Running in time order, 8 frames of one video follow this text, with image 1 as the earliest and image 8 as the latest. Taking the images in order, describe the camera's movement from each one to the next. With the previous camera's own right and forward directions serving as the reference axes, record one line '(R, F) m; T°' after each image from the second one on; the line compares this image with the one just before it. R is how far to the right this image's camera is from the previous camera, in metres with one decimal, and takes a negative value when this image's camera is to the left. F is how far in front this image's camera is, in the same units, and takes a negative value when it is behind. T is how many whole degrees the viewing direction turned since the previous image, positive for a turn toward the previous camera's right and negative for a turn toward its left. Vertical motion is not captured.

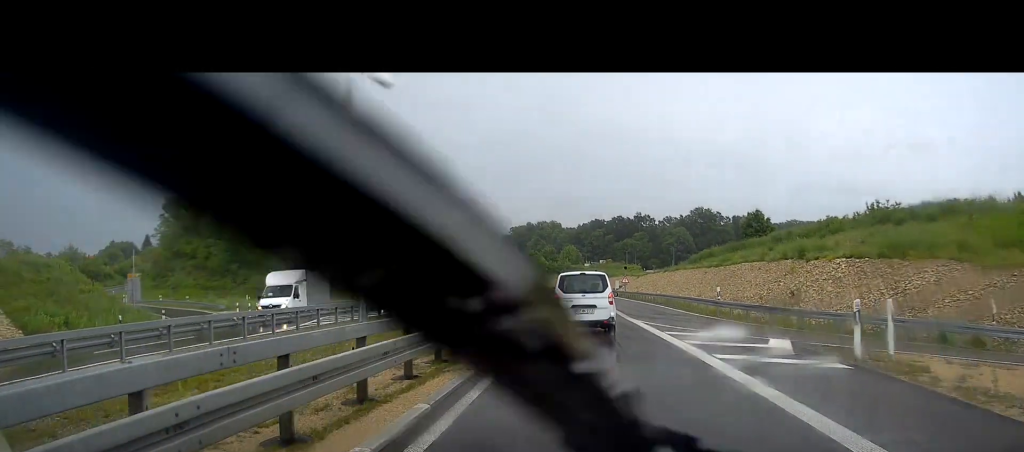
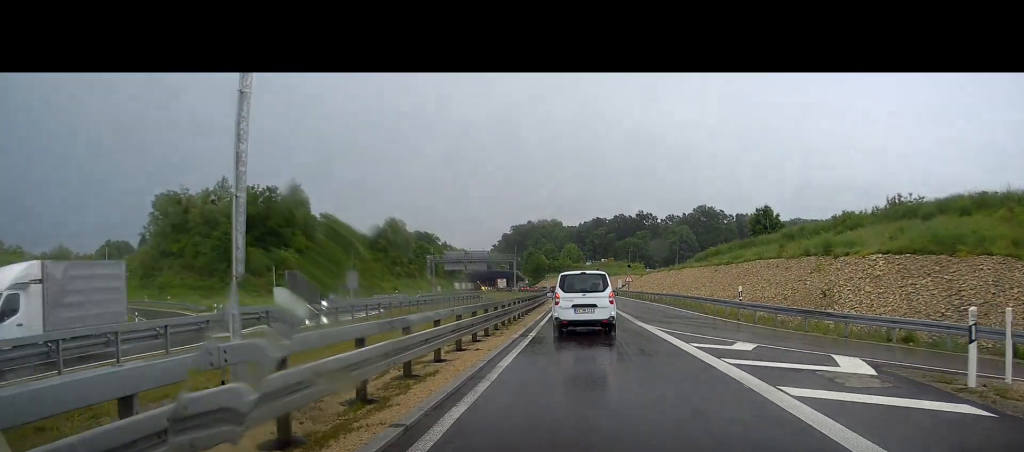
(+0.2, +4.3) m; 0°
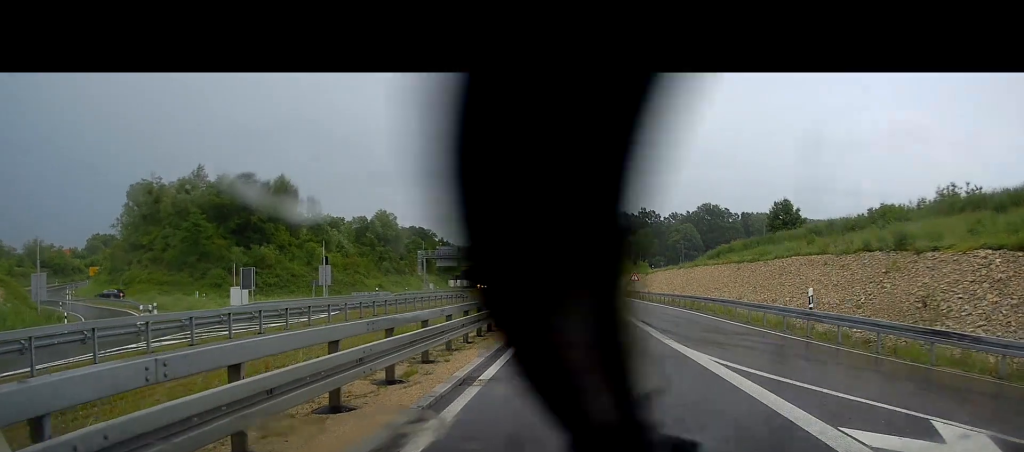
(-0.3, +8.9) m; +2°
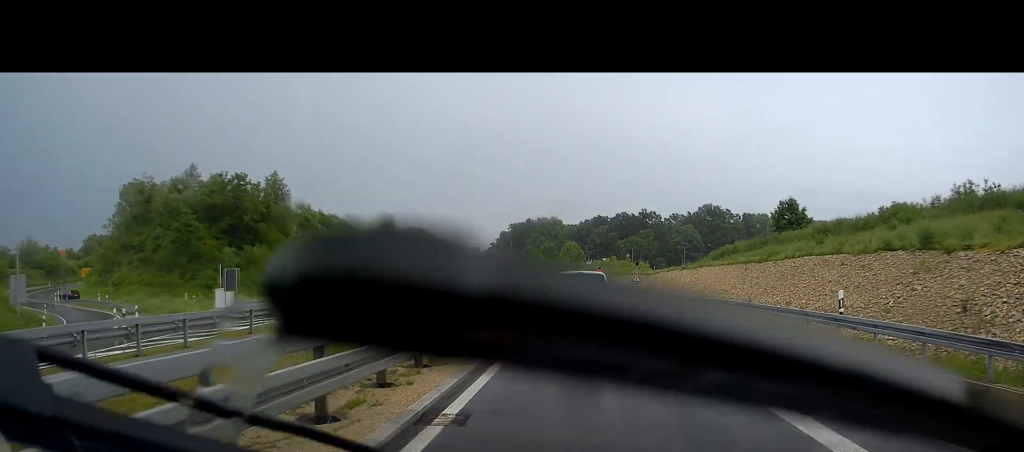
(+0.1, +2.4) m; +1°
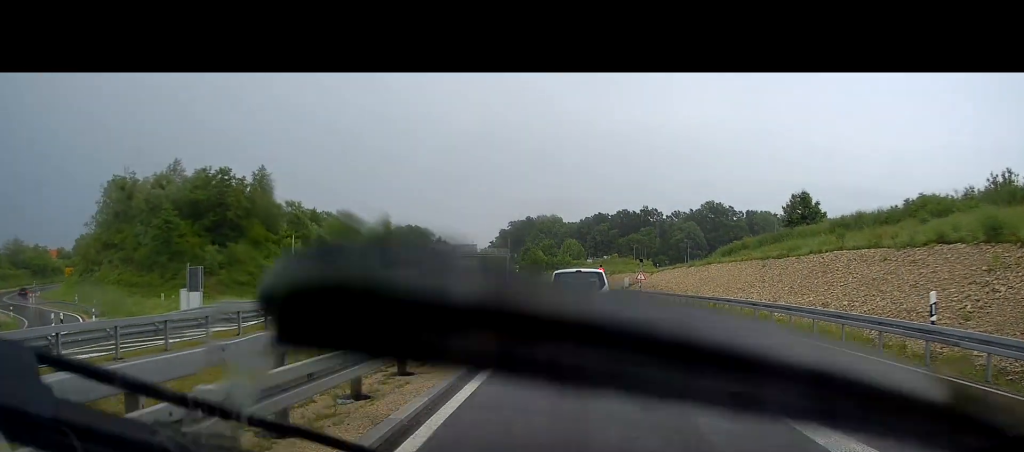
(-0.2, +4.9) m; -3°
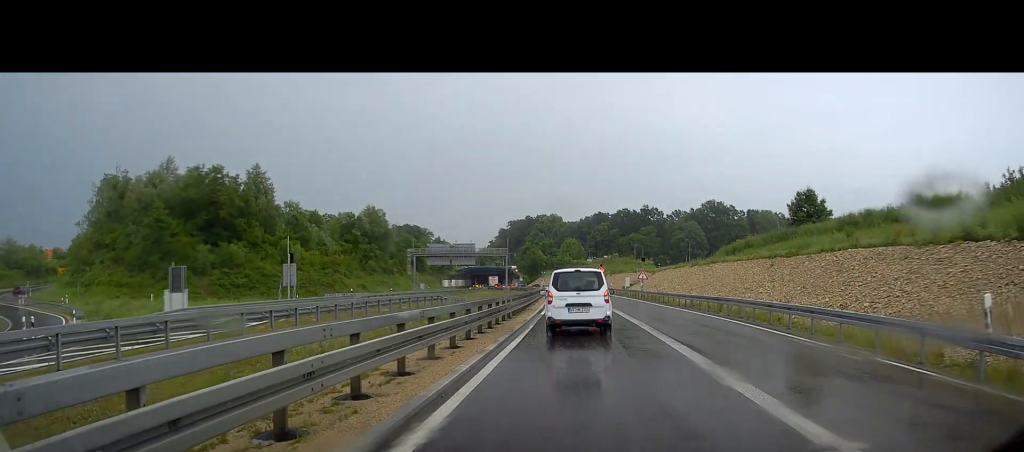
(-0.2, +2.0) m; 0°
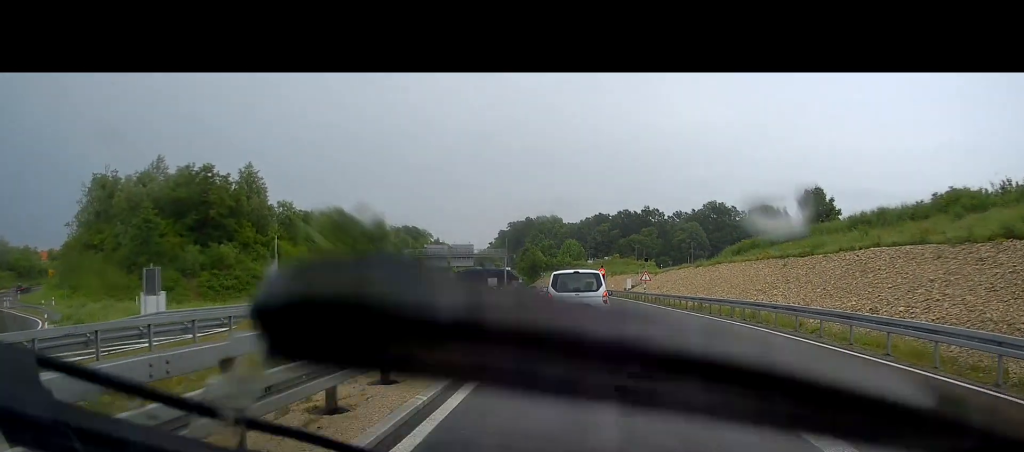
(+0.3, +2.8) m; 0°
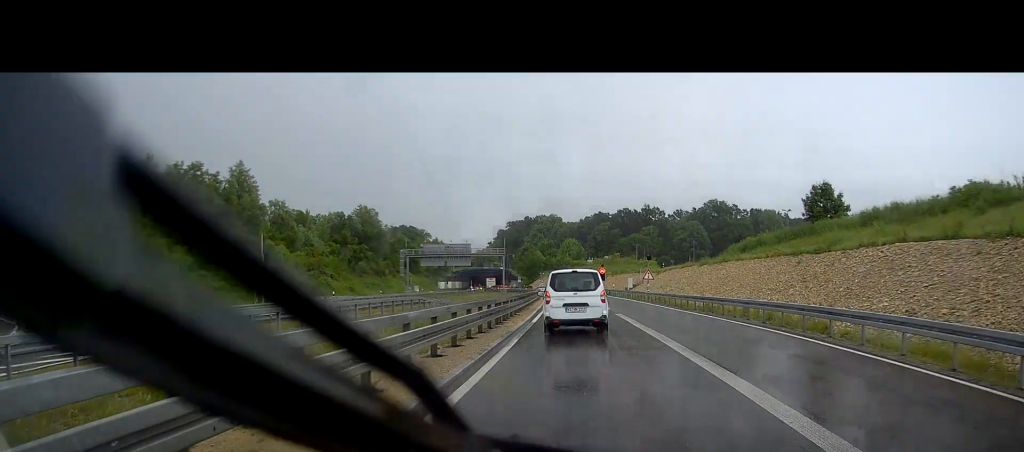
(-0.1, +2.7) m; -1°
